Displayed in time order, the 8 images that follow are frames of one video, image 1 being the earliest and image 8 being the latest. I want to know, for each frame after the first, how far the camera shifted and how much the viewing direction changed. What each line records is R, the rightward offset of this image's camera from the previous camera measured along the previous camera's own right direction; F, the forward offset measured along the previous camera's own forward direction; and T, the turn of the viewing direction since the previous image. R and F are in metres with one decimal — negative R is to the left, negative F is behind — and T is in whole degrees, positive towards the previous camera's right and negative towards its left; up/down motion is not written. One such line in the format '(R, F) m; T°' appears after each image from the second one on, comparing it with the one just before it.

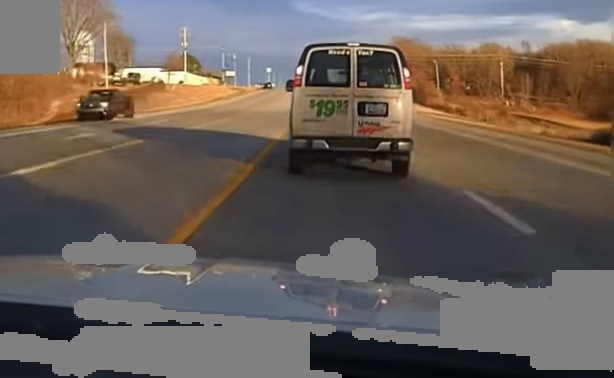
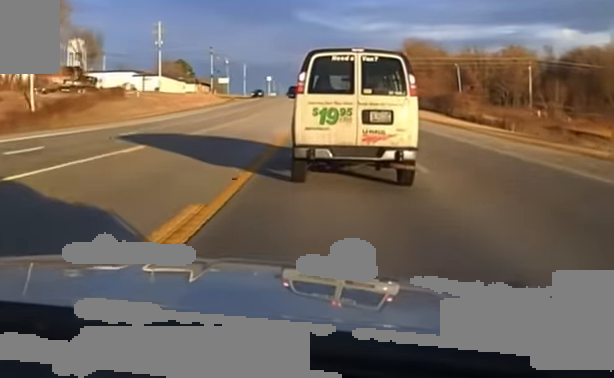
(-0.1, +30.2) m; 0°
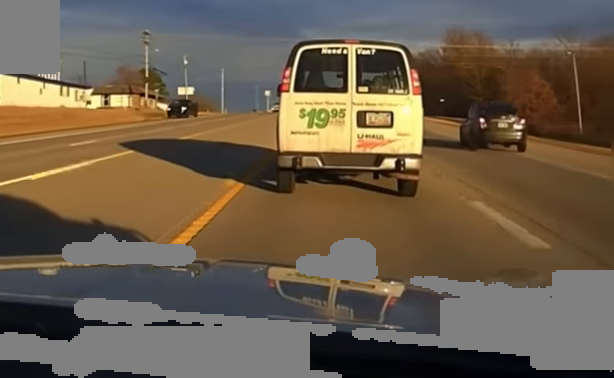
(-0.5, +80.8) m; 0°
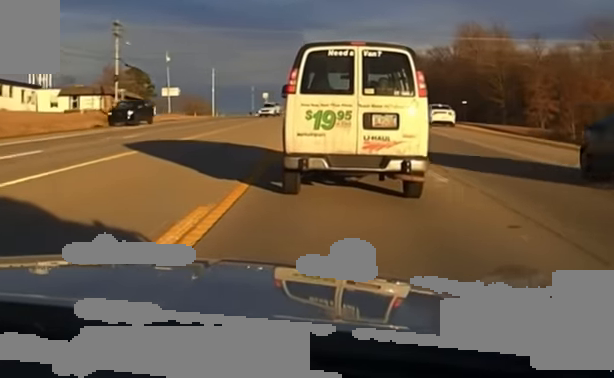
(0.0, +17.2) m; 0°
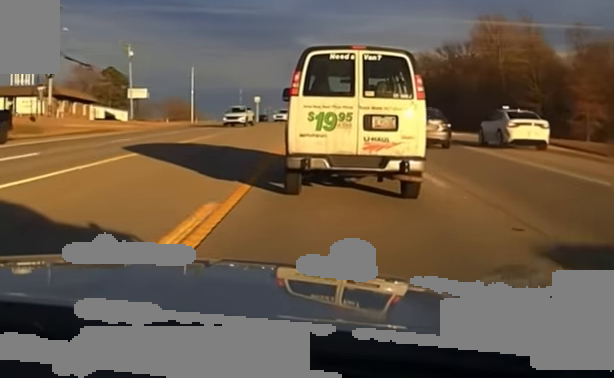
(0.0, +24.4) m; 0°
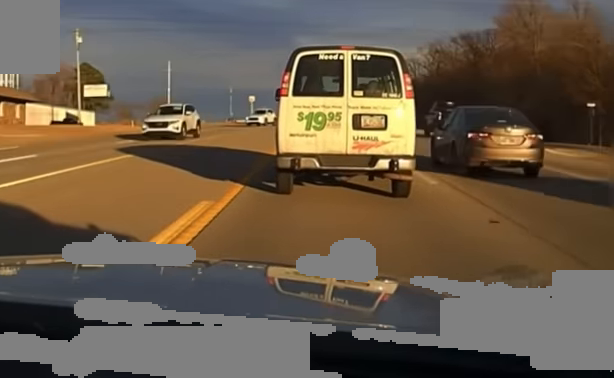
(0.0, +24.3) m; 0°
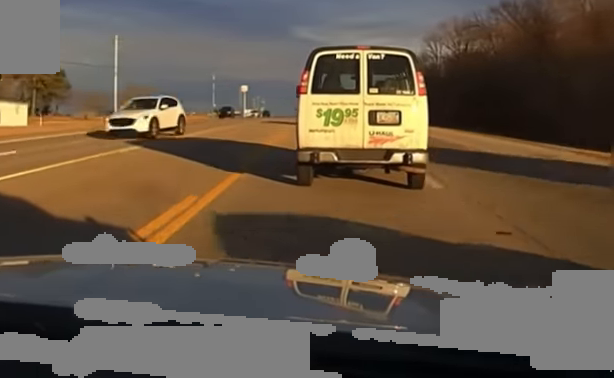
(0.0, +37.7) m; 0°
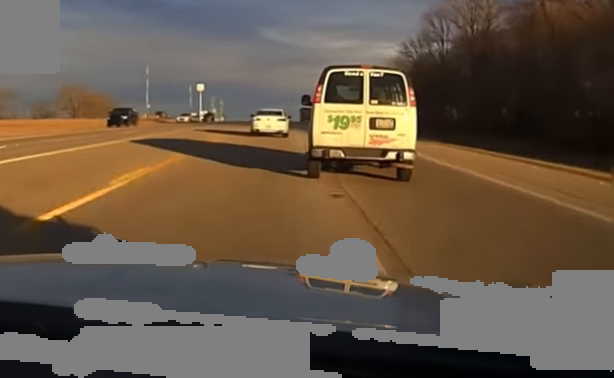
(+0.4, +44.6) m; +1°
